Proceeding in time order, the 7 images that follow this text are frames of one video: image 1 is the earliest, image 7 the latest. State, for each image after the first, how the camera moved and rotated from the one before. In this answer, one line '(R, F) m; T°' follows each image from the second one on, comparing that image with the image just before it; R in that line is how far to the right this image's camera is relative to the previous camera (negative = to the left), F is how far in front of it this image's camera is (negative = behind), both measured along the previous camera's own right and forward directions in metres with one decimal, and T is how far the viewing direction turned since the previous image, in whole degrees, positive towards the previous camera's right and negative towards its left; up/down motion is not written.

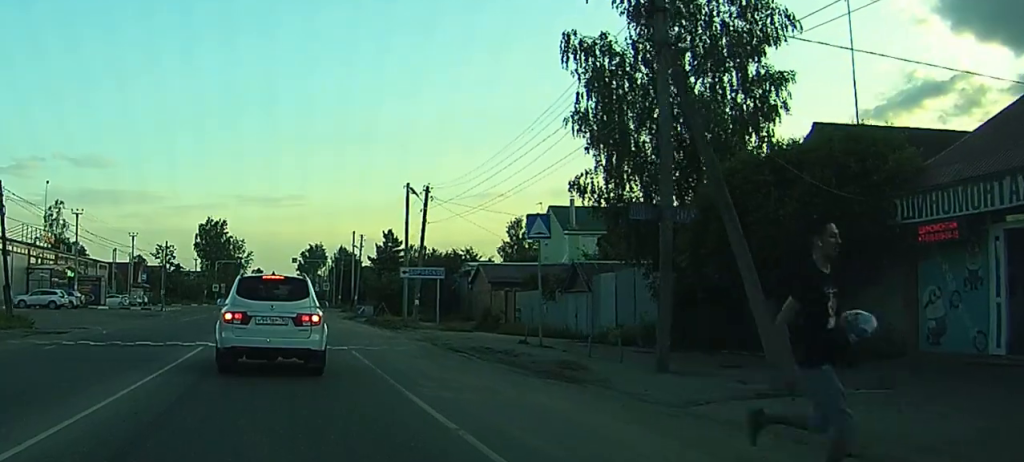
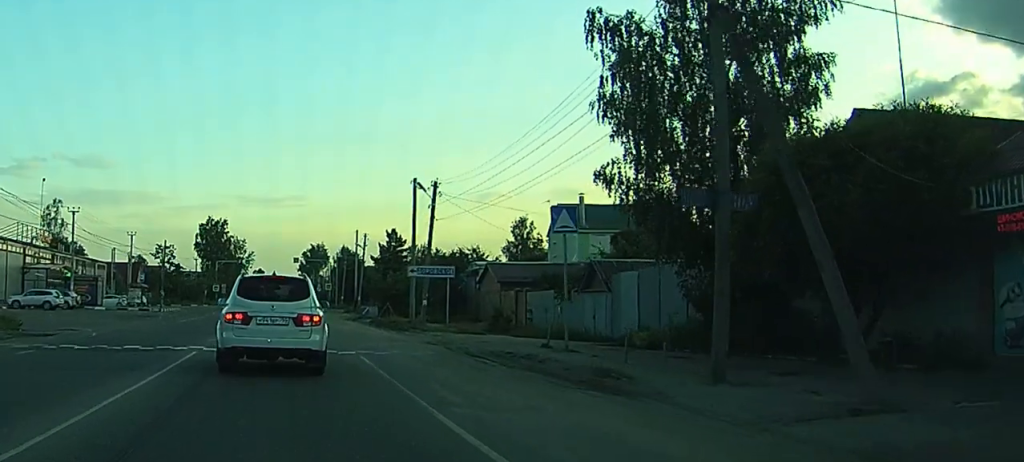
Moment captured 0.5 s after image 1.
(0.0, +2.3) m; 0°
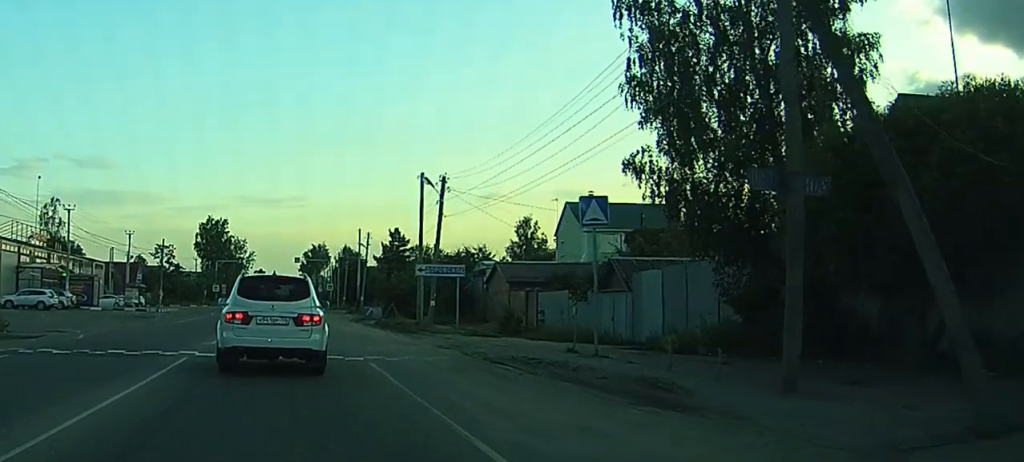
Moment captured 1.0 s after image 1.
(0.0, +2.2) m; 0°
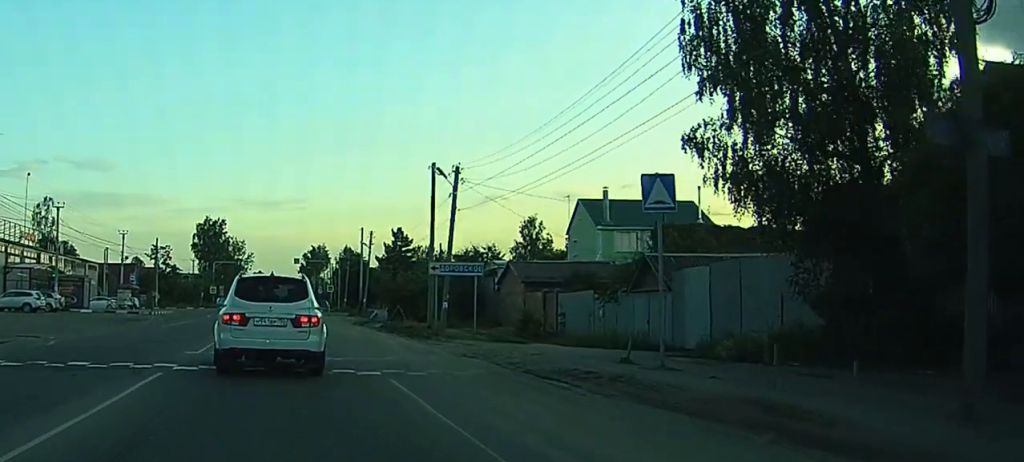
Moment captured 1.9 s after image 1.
(0.0, +3.7) m; +2°
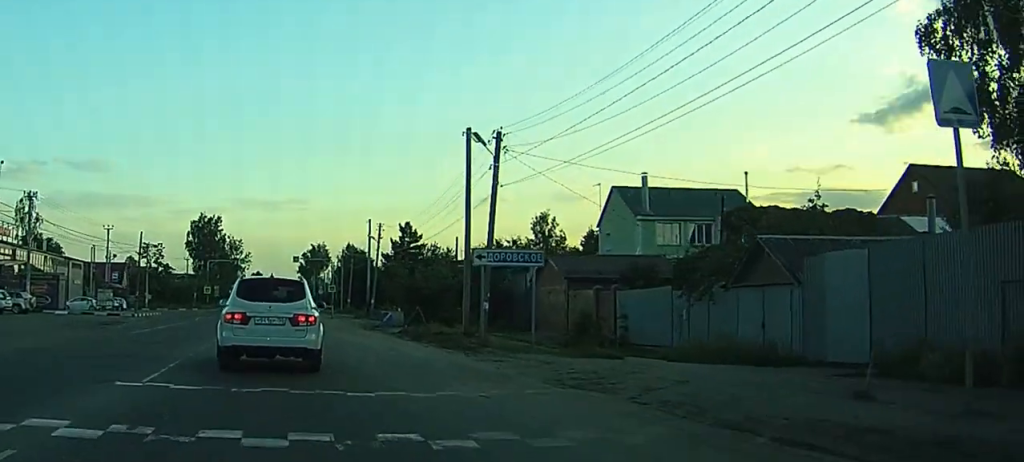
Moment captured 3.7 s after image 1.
(+0.6, +7.7) m; +7°
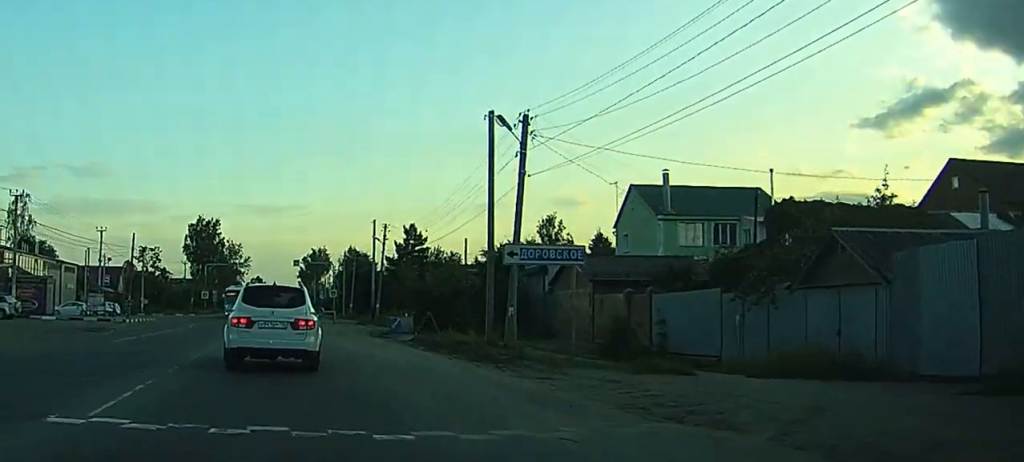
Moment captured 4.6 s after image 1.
(-0.1, +3.7) m; 0°
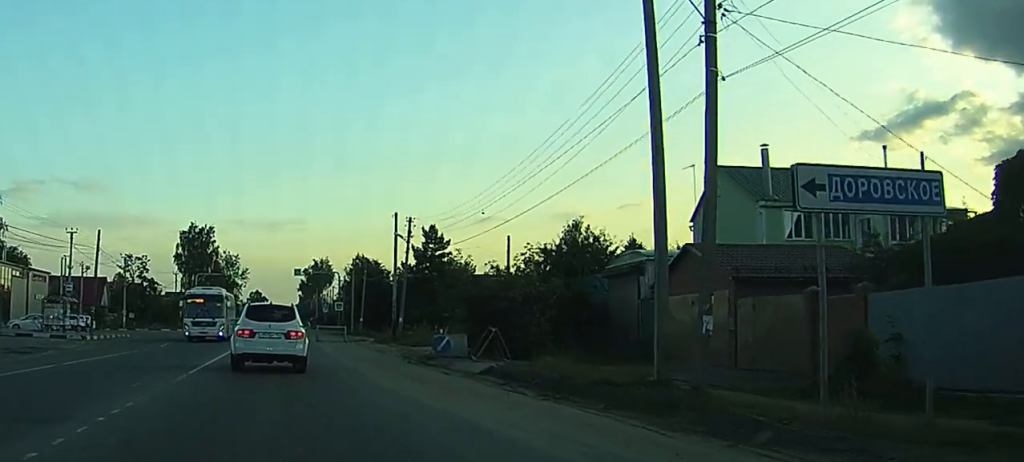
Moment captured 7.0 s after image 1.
(+0.6, +12.9) m; +3°
